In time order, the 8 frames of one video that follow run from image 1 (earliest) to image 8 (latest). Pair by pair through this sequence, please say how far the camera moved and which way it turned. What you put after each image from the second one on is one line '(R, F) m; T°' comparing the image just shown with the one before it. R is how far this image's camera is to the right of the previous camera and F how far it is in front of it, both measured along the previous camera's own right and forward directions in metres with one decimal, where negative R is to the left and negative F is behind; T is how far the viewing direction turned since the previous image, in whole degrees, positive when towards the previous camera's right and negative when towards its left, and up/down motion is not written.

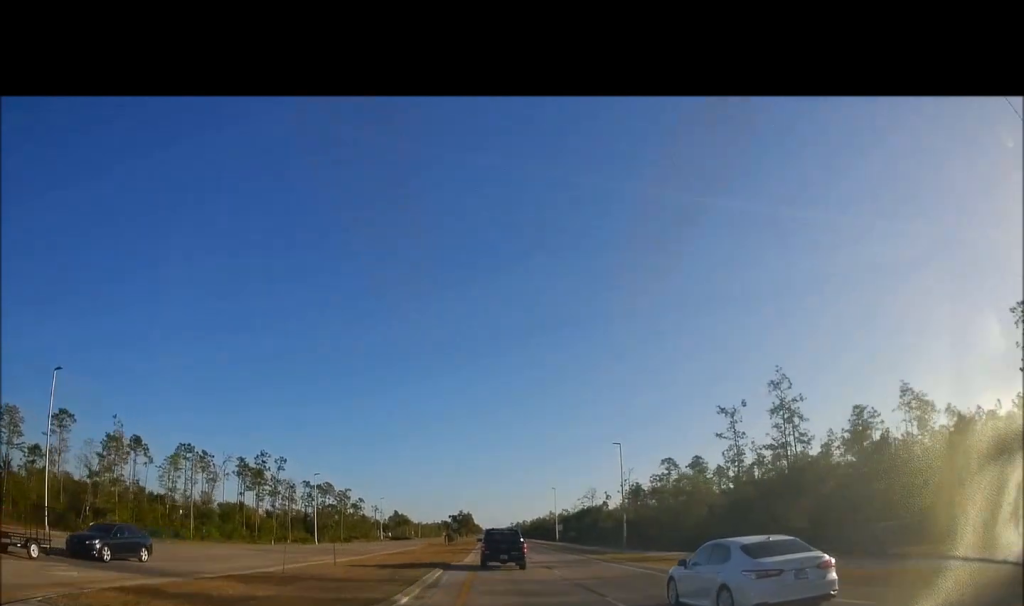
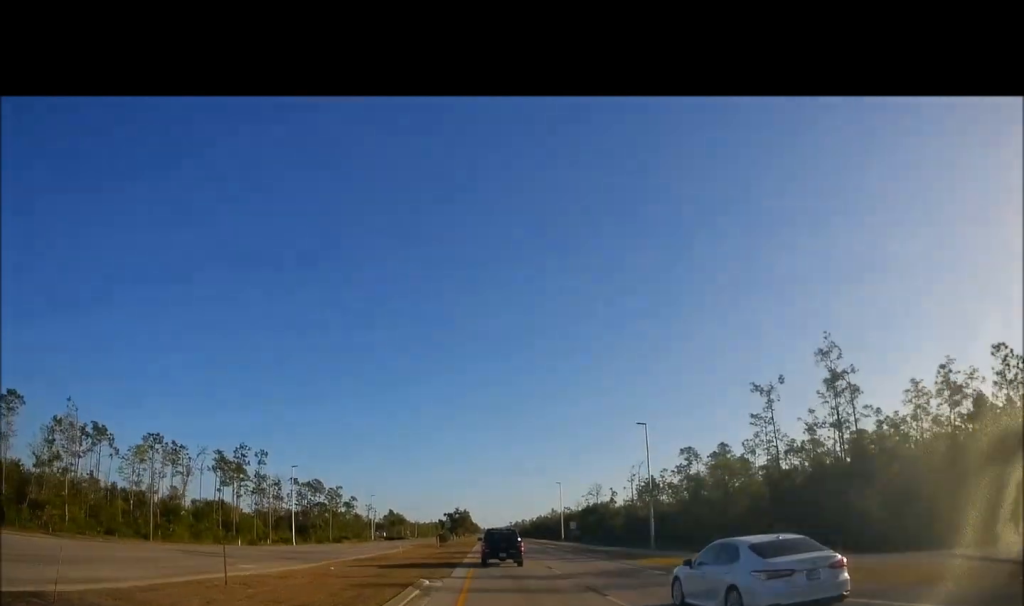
(-0.1, +10.8) m; 0°
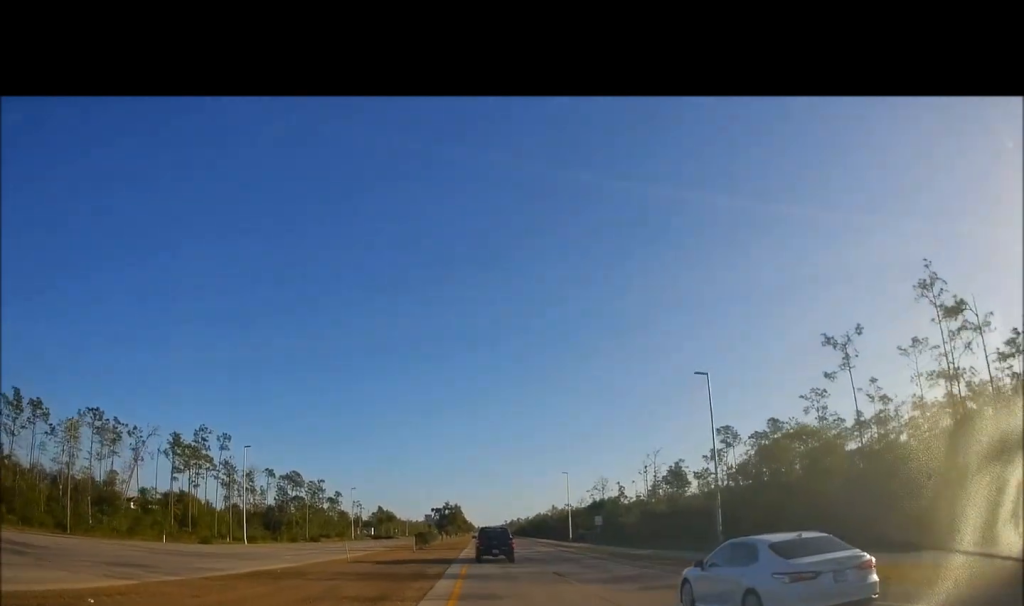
(+0.2, +16.4) m; +1°
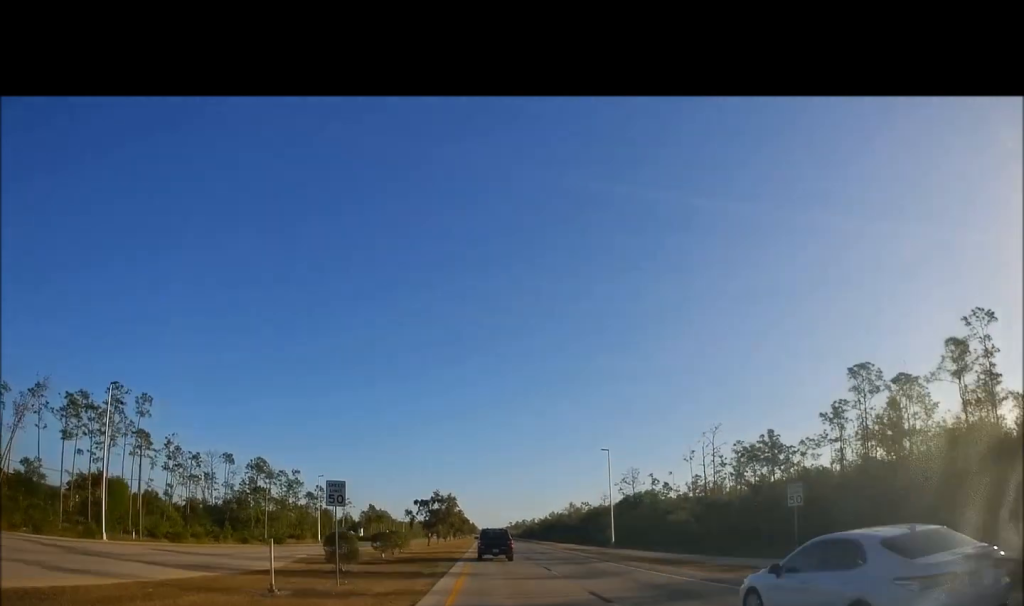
(-0.3, +30.4) m; -1°
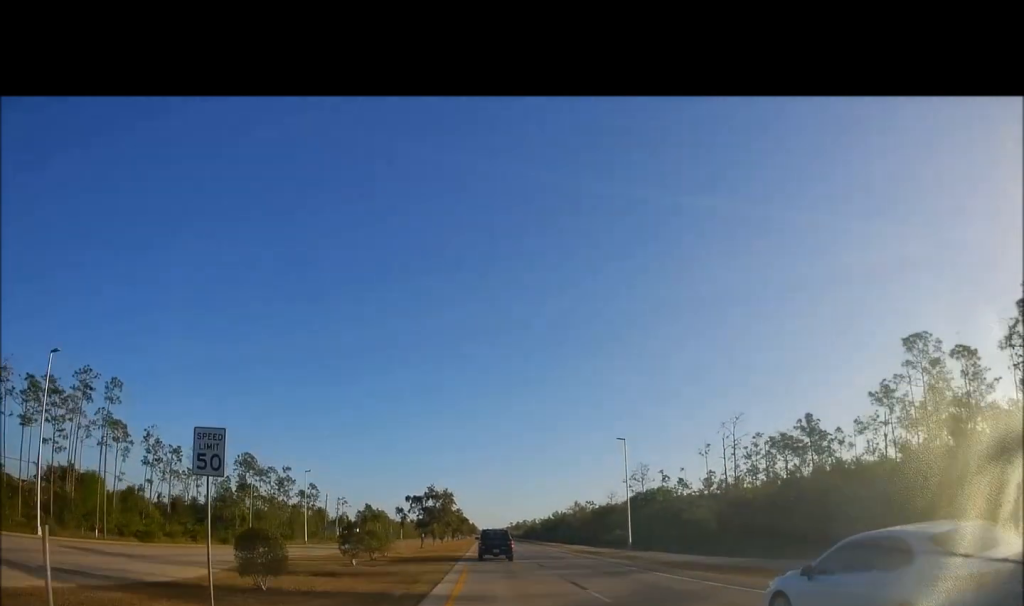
(-0.1, +8.1) m; 0°
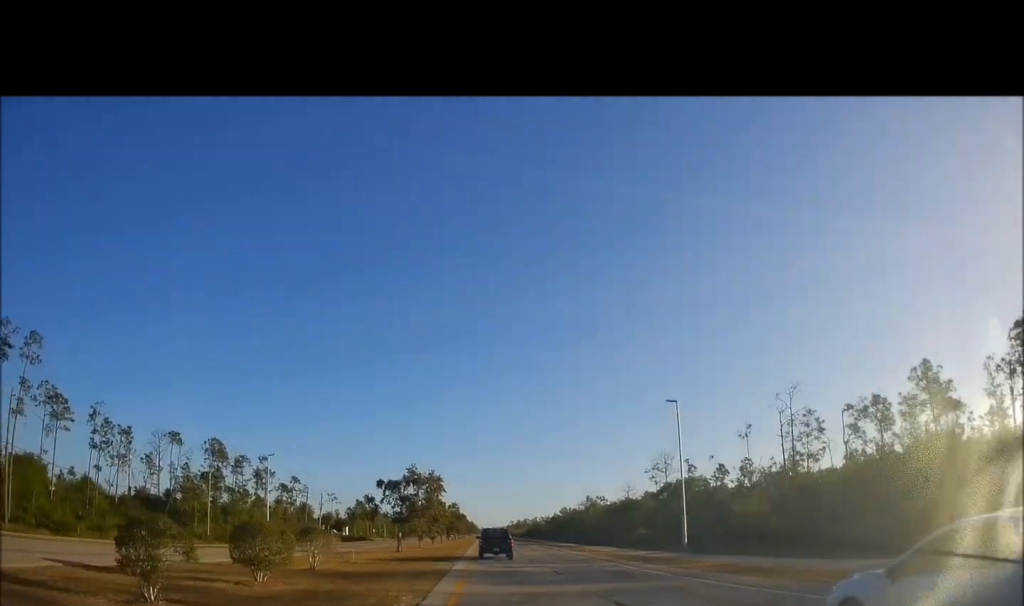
(+0.2, +17.9) m; 0°
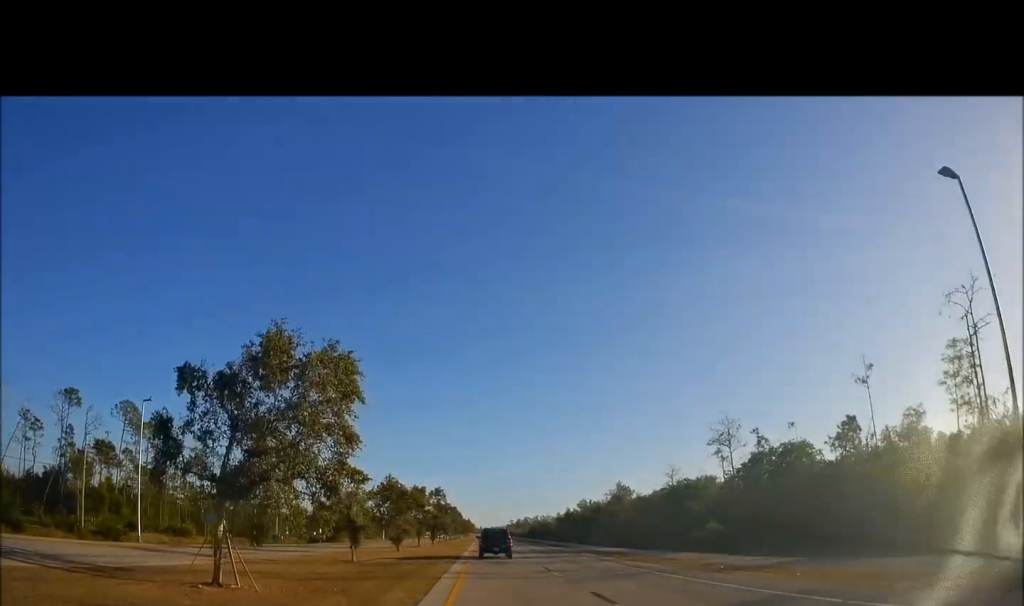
(-0.3, +33.3) m; 0°
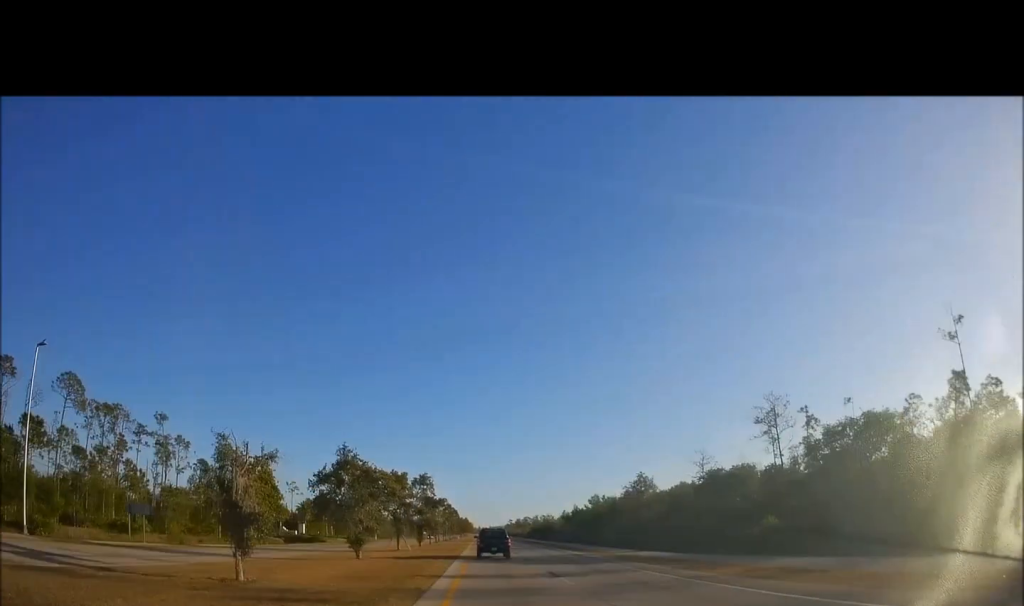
(0.0, +15.5) m; +1°
